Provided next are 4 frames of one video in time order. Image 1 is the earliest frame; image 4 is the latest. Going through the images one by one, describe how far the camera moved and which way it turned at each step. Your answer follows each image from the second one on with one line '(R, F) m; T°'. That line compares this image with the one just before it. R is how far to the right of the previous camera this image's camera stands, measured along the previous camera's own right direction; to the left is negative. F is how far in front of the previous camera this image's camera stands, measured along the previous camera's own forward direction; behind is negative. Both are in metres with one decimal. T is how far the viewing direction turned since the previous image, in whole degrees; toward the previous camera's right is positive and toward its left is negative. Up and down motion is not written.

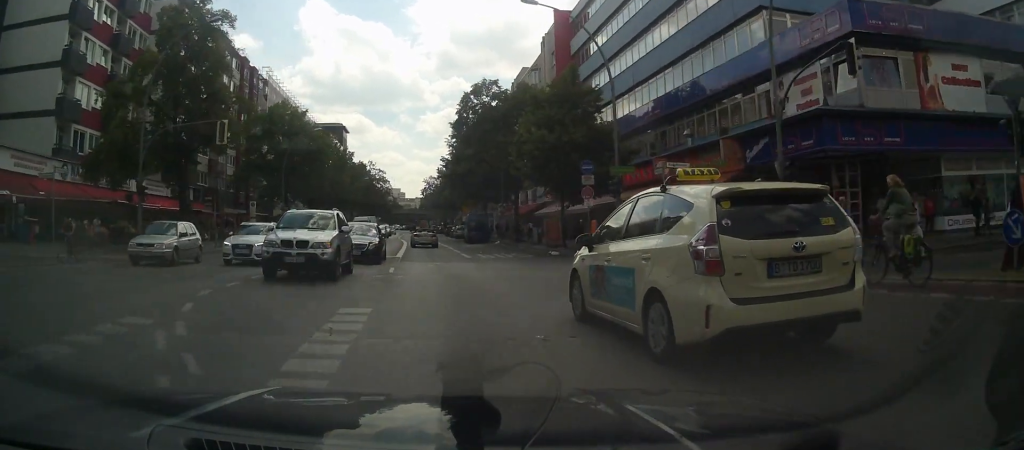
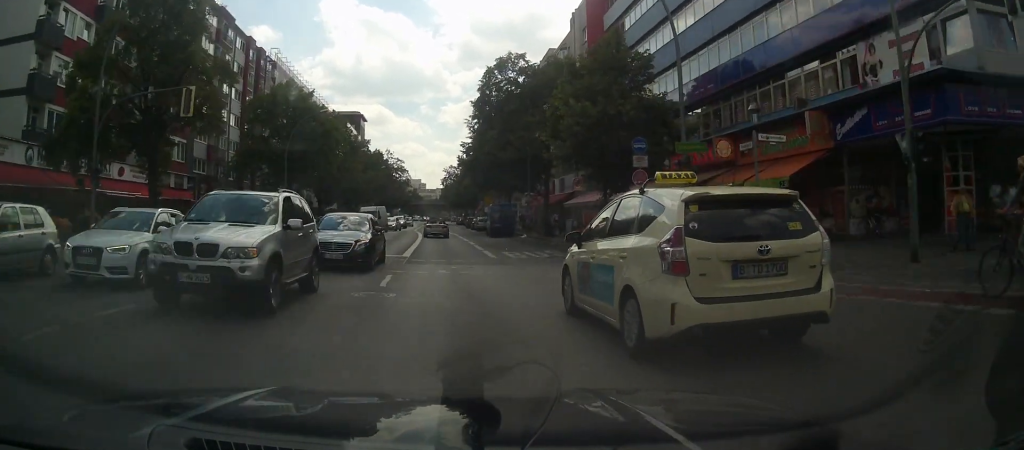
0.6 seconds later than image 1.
(-0.2, +5.4) m; -2°
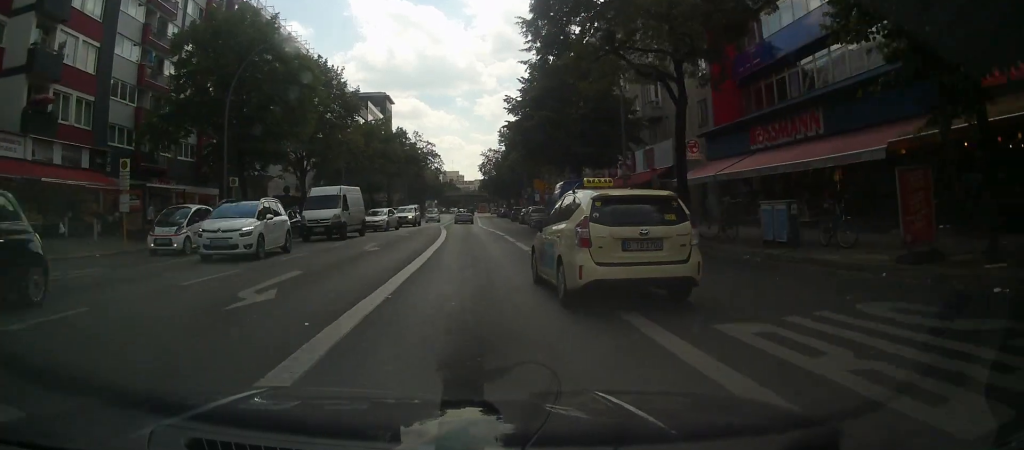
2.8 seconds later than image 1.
(-0.9, +20.8) m; -5°
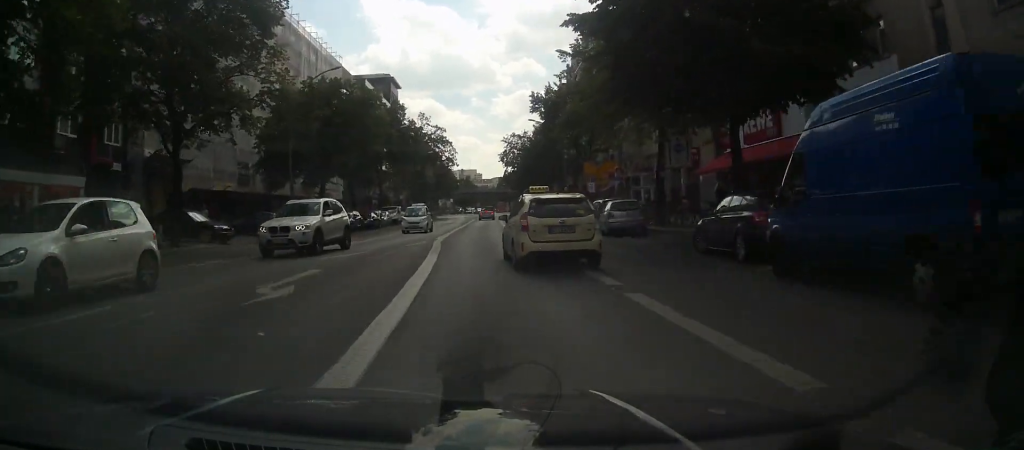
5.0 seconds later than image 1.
(-0.1, +23.5) m; -1°
